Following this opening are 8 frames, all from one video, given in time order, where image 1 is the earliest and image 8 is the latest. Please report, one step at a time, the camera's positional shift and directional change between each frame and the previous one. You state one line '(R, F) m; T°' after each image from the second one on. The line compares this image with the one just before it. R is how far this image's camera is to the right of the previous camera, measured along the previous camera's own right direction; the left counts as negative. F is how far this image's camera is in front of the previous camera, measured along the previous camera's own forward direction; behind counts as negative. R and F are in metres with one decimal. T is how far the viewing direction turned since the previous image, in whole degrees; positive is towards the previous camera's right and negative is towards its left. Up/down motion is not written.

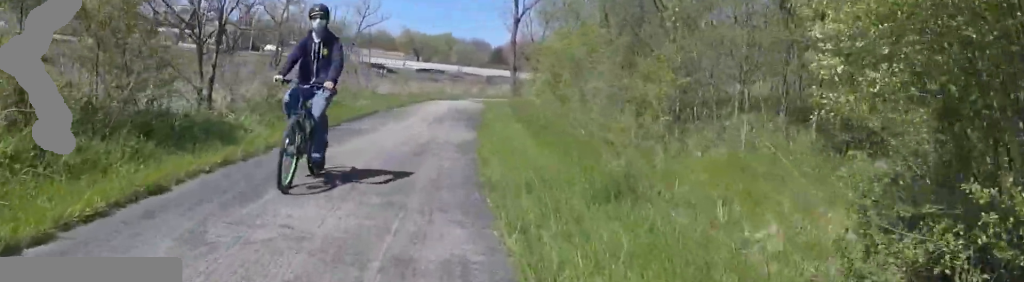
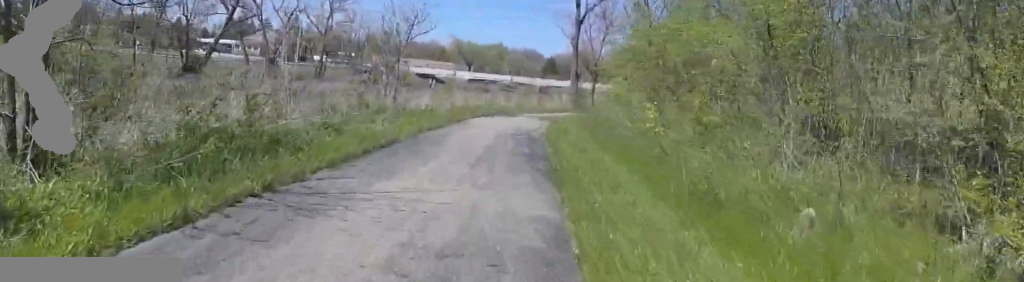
(-0.7, +6.6) m; -5°
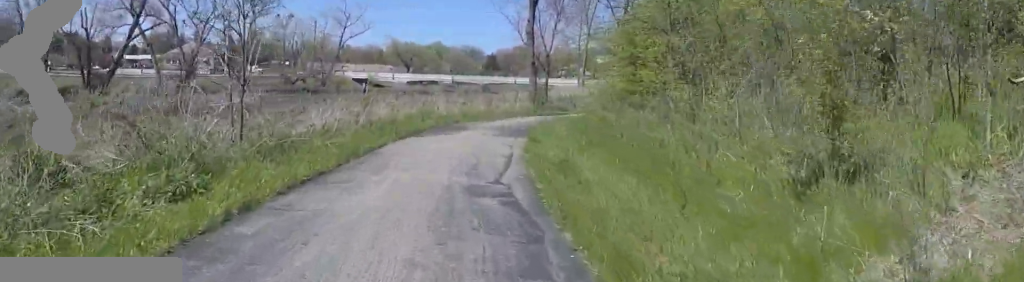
(+0.3, +10.2) m; +7°
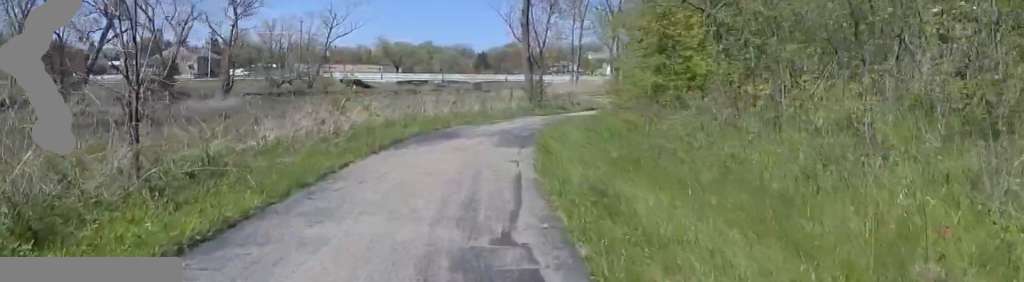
(+0.2, +3.6) m; +2°
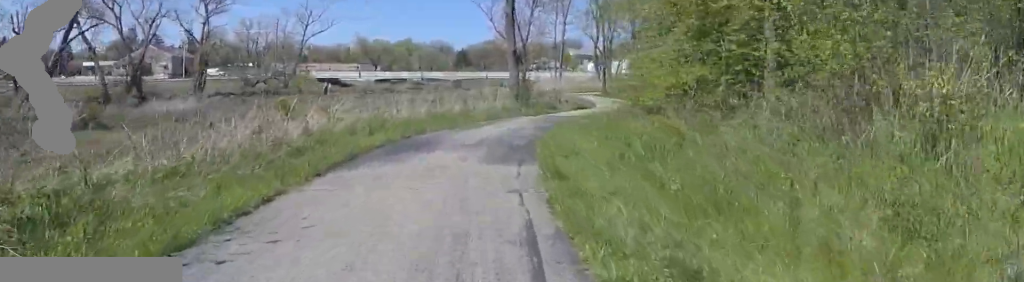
(+0.1, +3.6) m; +2°
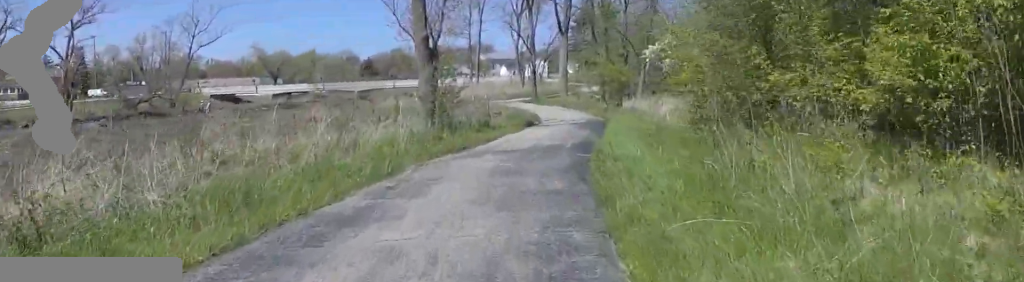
(+0.1, +12.5) m; +1°
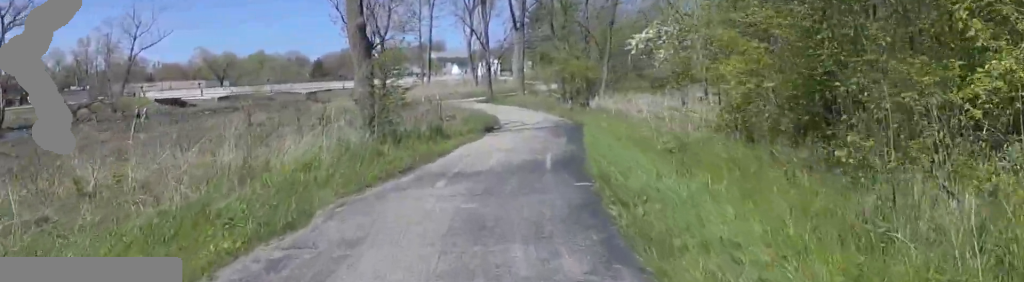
(0.0, +3.6) m; +6°
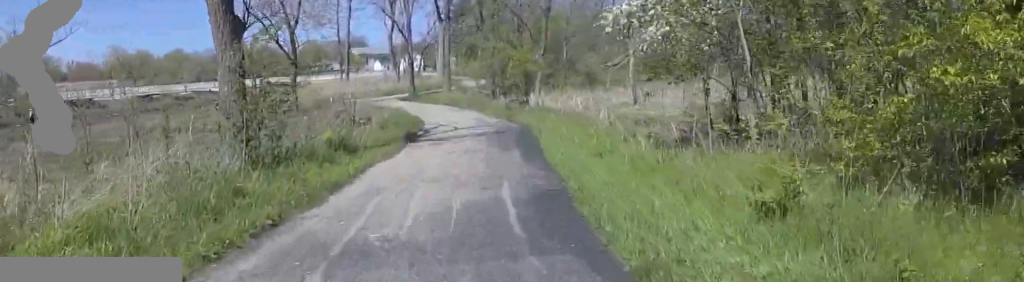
(-0.2, +4.5) m; +9°
